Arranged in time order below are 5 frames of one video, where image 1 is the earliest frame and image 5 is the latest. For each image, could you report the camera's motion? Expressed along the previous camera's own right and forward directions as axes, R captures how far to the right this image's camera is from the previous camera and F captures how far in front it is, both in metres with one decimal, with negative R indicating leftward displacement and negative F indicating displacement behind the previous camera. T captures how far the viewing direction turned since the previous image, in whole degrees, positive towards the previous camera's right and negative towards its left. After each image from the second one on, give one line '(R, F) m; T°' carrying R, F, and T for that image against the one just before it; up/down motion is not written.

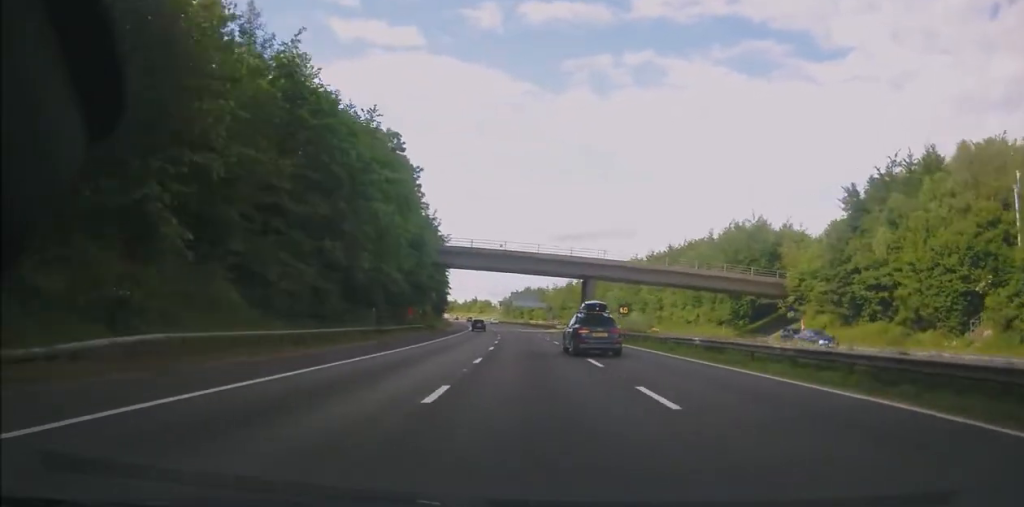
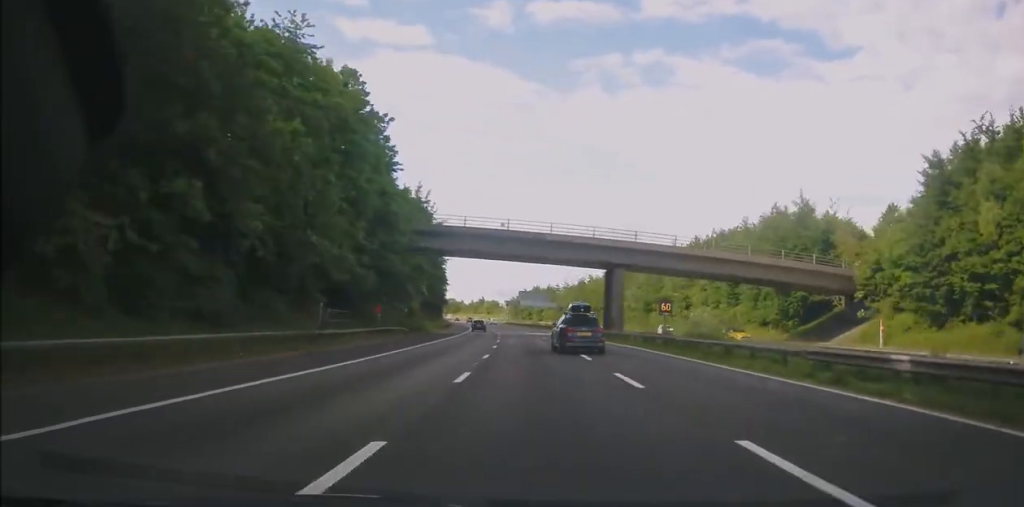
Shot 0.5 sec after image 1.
(+0.1, +14.6) m; -1°
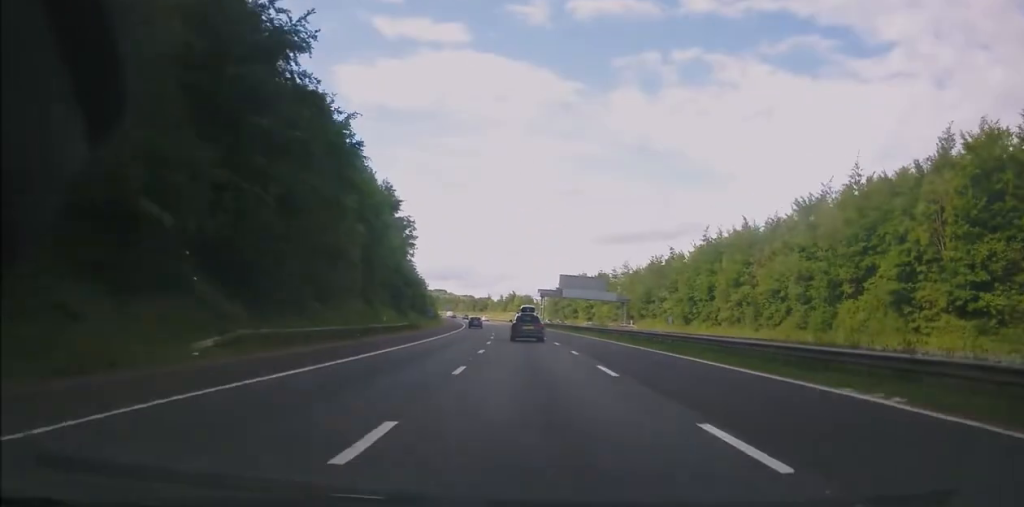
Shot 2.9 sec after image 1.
(-3.0, +69.7) m; -4°
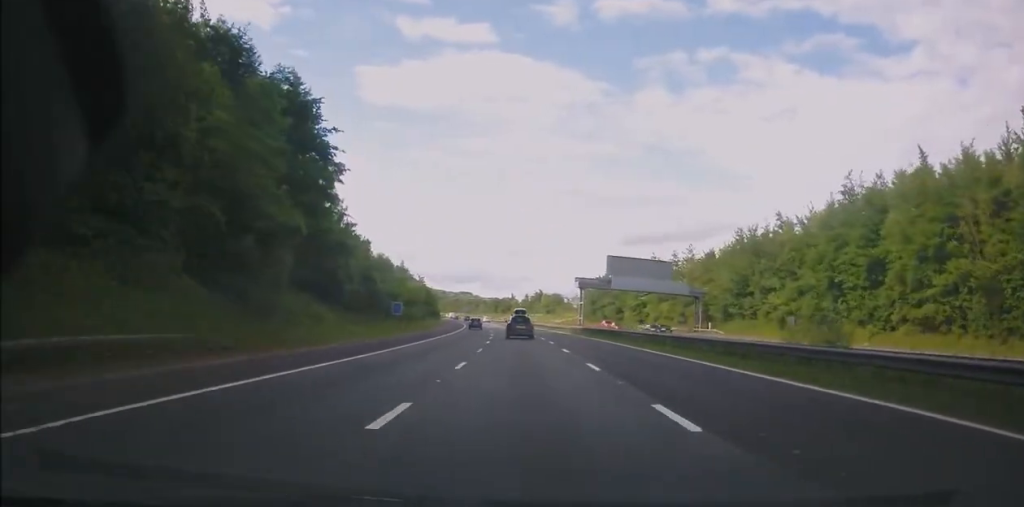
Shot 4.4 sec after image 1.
(-1.1, +42.3) m; -3°
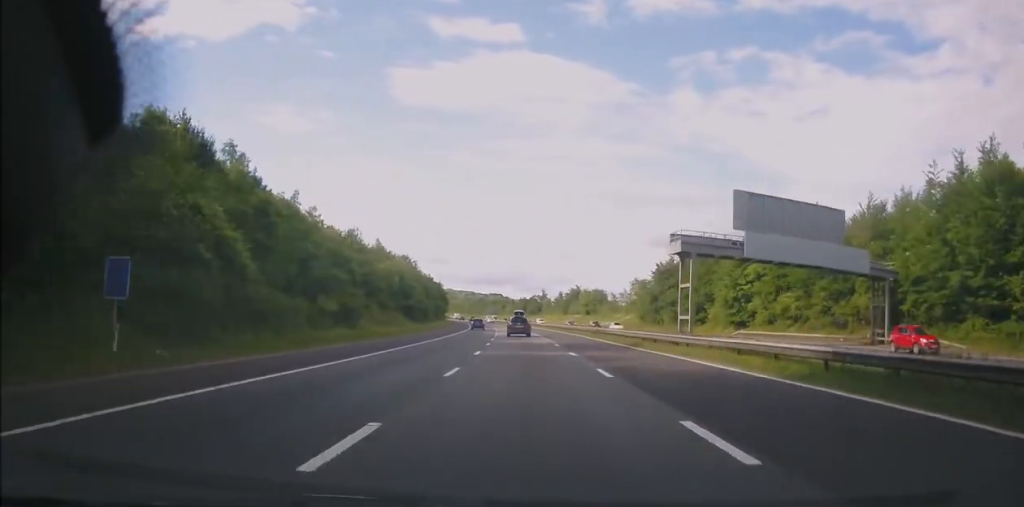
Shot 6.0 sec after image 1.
(-1.0, +46.2) m; -3°
